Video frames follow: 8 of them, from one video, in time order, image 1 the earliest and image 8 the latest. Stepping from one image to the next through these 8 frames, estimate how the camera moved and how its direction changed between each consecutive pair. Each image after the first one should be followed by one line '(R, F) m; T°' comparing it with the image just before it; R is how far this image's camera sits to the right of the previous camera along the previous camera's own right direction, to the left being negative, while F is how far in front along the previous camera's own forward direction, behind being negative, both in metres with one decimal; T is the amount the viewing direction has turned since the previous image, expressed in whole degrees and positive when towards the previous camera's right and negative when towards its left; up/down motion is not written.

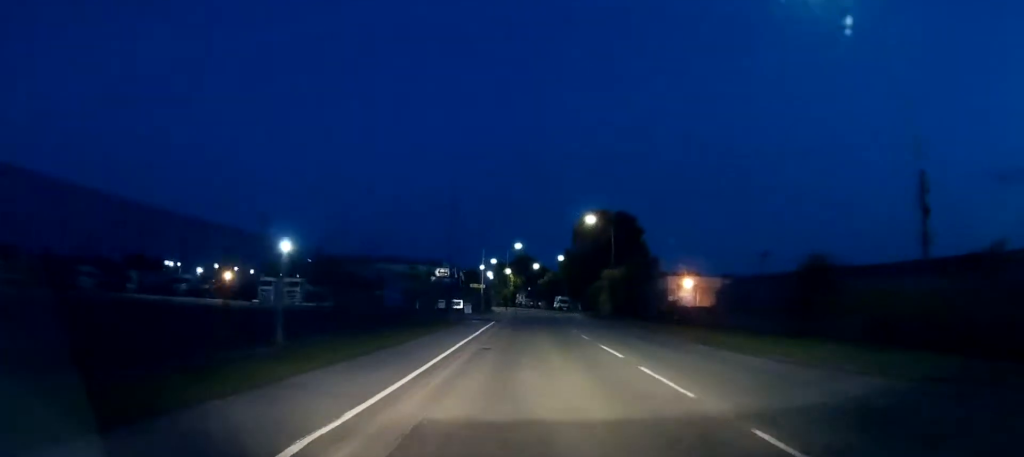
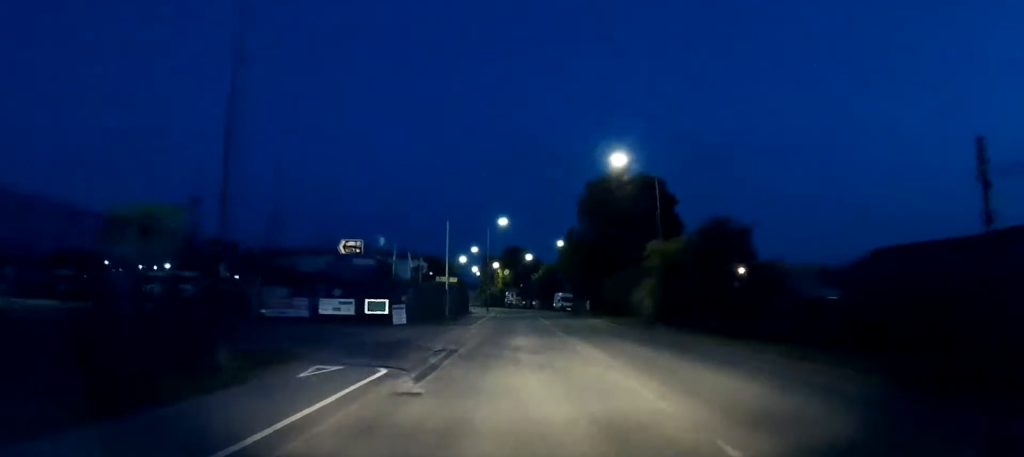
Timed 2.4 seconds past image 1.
(+0.1, +27.9) m; 0°
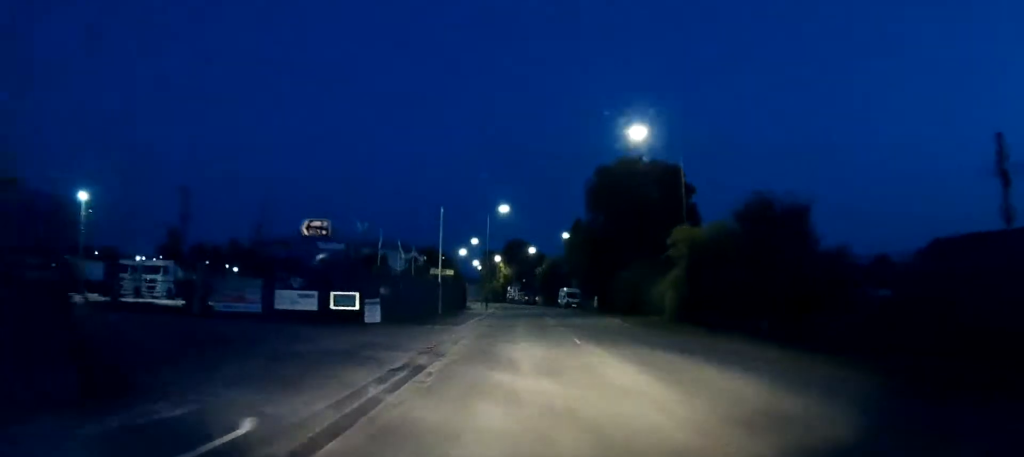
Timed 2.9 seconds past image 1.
(0.0, +5.9) m; 0°
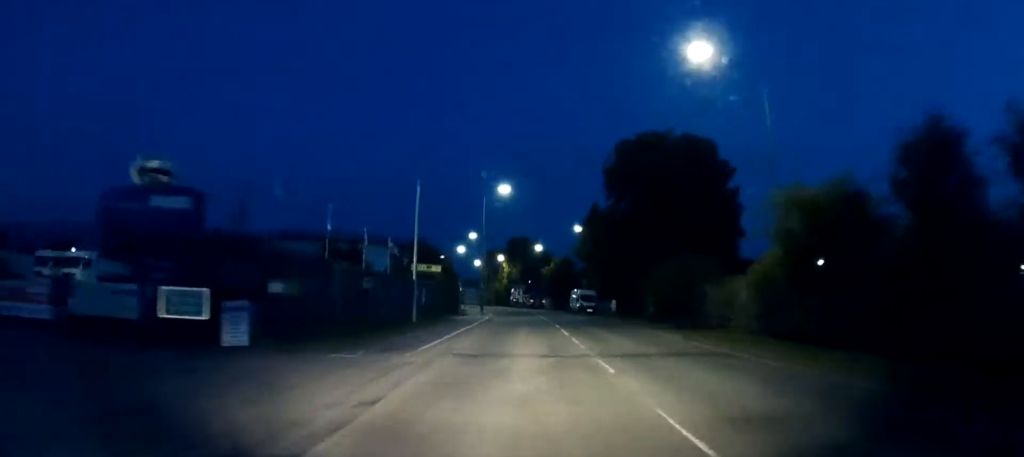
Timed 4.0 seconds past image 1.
(-0.1, +12.6) m; -1°
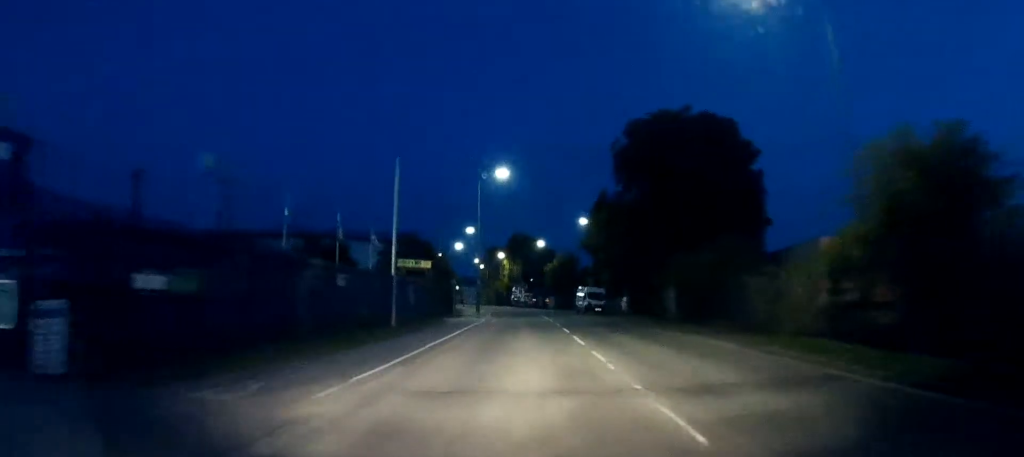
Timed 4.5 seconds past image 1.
(0.0, +5.9) m; 0°
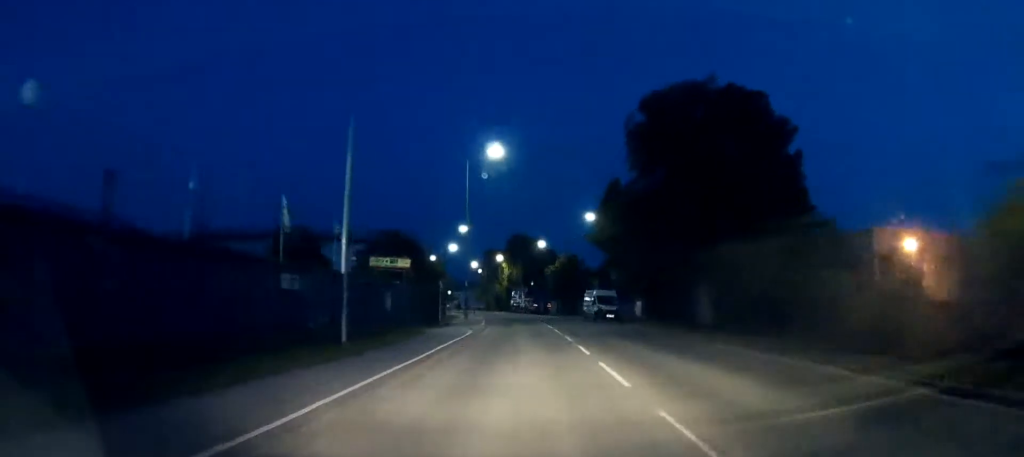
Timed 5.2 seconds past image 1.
(-0.1, +7.9) m; 0°
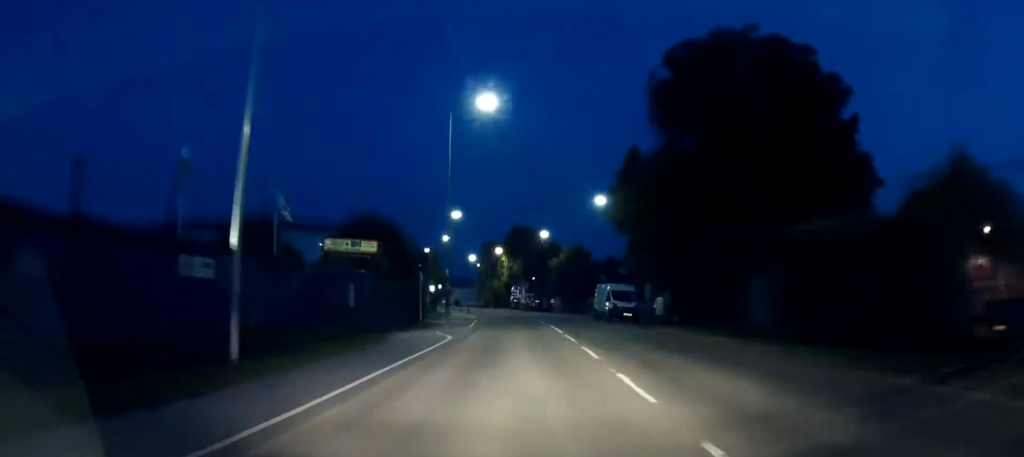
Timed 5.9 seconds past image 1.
(0.0, +8.3) m; 0°
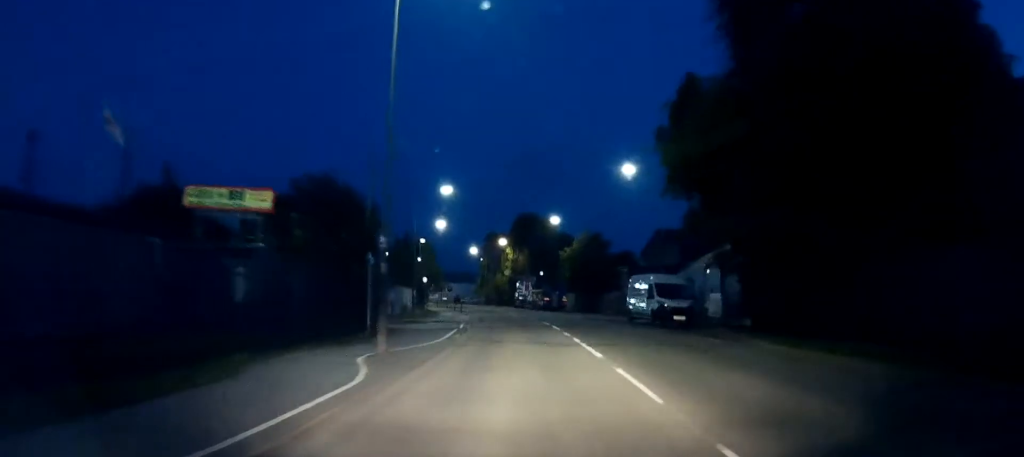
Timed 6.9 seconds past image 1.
(0.0, +12.6) m; 0°
